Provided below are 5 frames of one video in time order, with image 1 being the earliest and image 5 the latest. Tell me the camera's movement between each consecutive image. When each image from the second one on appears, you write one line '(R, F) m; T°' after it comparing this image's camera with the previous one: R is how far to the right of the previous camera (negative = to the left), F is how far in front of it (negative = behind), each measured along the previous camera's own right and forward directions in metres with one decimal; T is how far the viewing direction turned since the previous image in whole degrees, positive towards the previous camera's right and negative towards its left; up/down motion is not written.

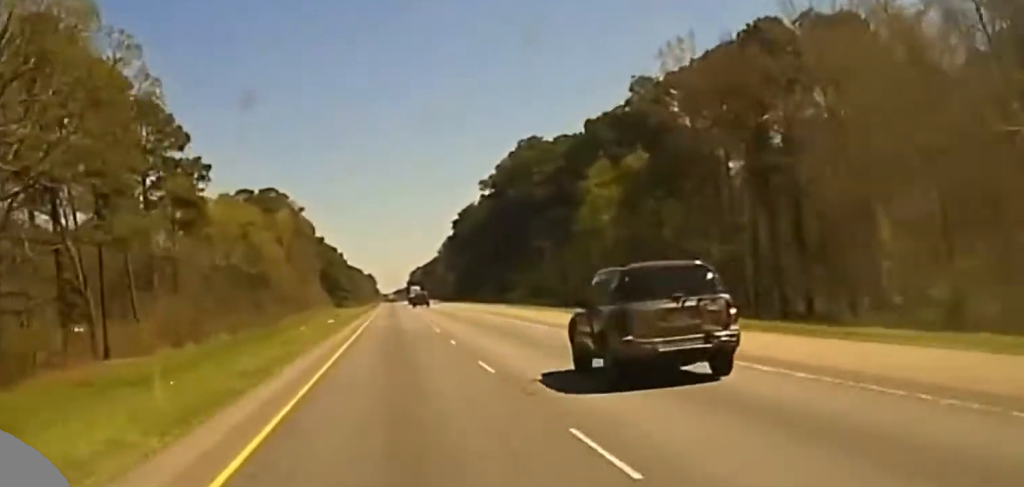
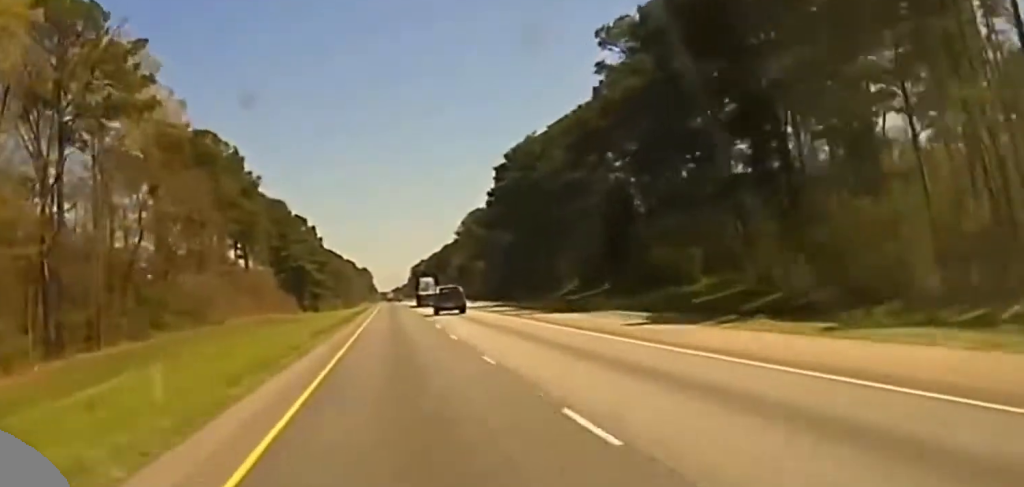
(+0.2, +125.0) m; 0°
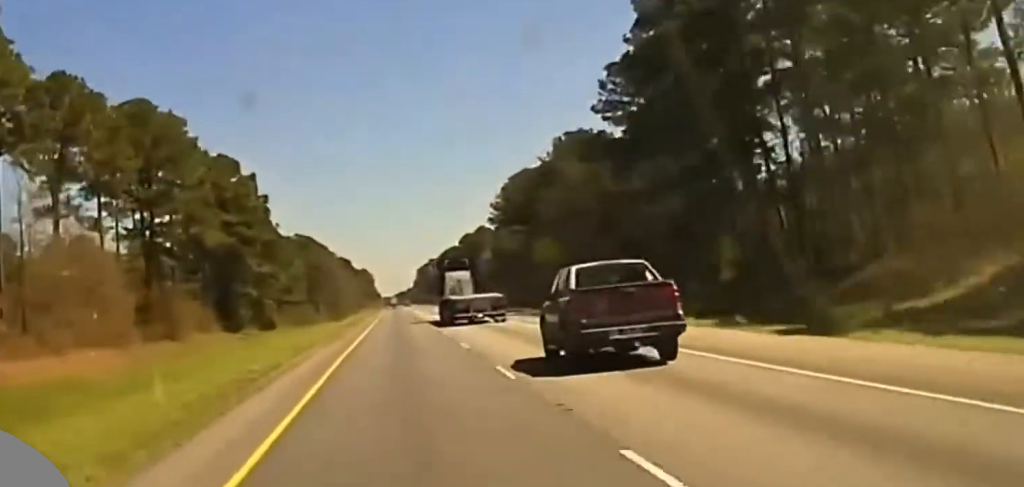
(+0.3, +97.7) m; 0°
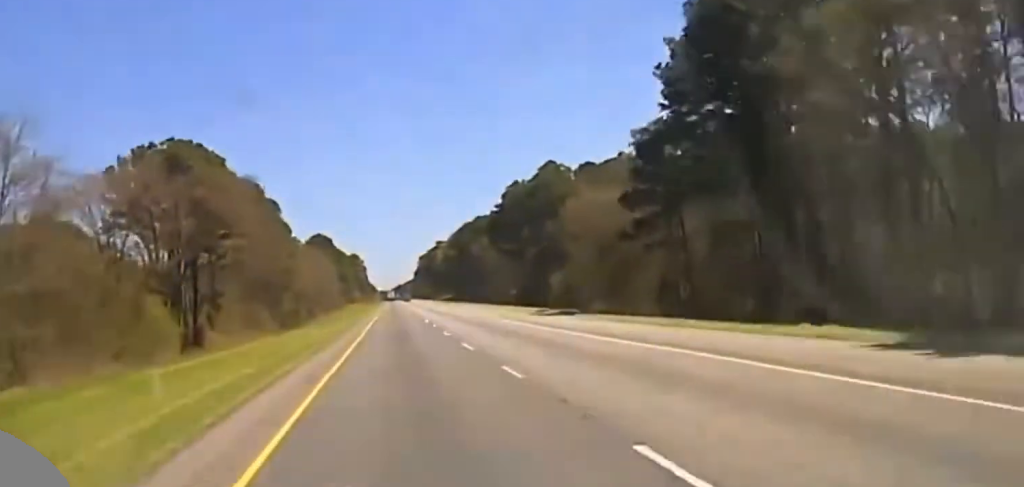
(+0.2, +129.7) m; 0°
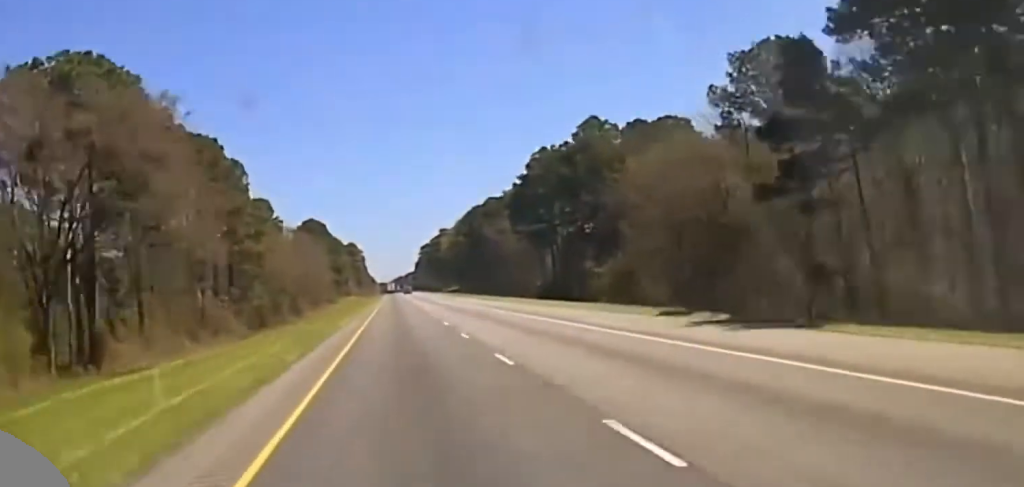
(0.0, +35.3) m; 0°
